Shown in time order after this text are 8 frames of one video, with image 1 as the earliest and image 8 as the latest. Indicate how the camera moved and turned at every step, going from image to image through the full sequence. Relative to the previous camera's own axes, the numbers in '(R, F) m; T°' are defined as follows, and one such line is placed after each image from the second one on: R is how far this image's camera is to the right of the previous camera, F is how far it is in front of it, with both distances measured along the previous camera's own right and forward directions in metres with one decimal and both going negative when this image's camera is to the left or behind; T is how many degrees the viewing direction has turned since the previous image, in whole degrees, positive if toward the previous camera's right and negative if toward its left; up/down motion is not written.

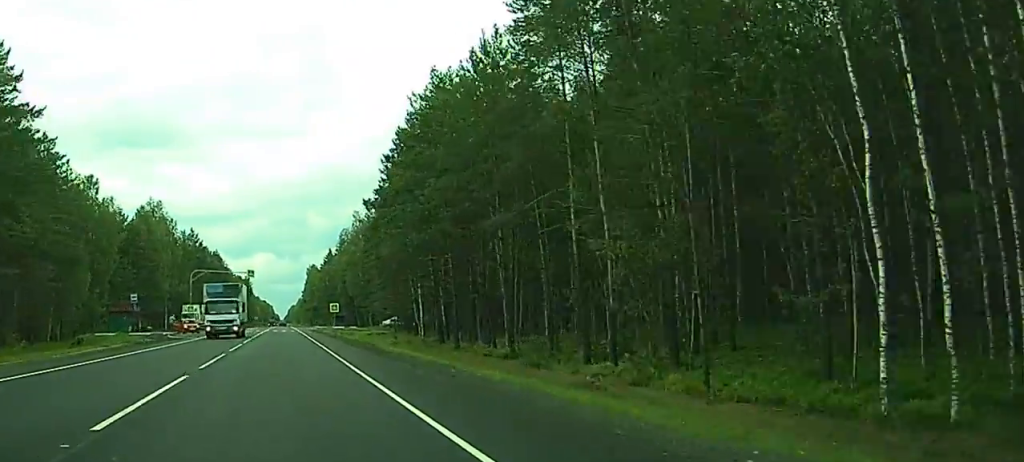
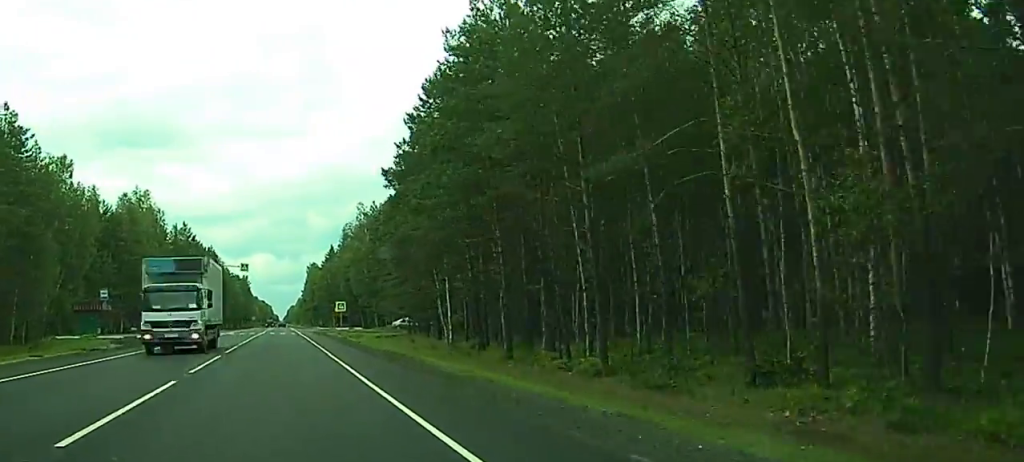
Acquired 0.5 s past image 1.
(+0.9, +13.1) m; -1°
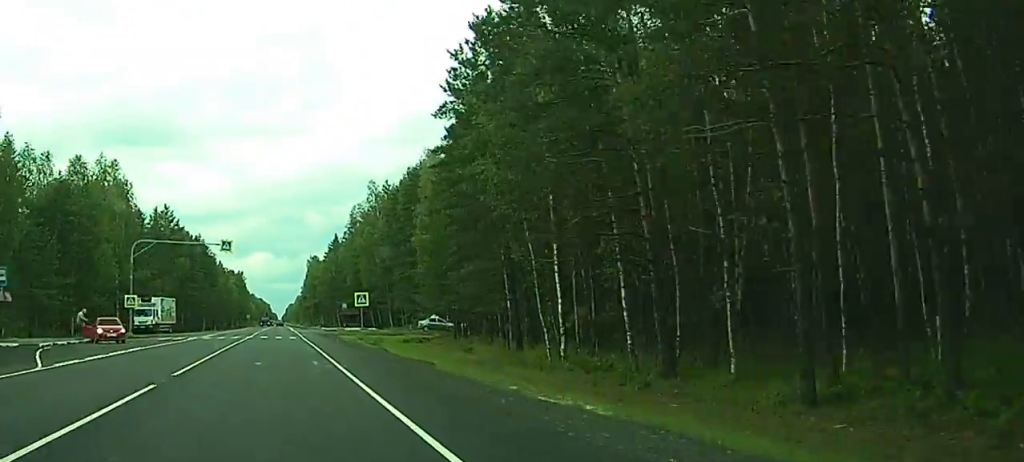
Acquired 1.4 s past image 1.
(-2.2, +25.5) m; -2°
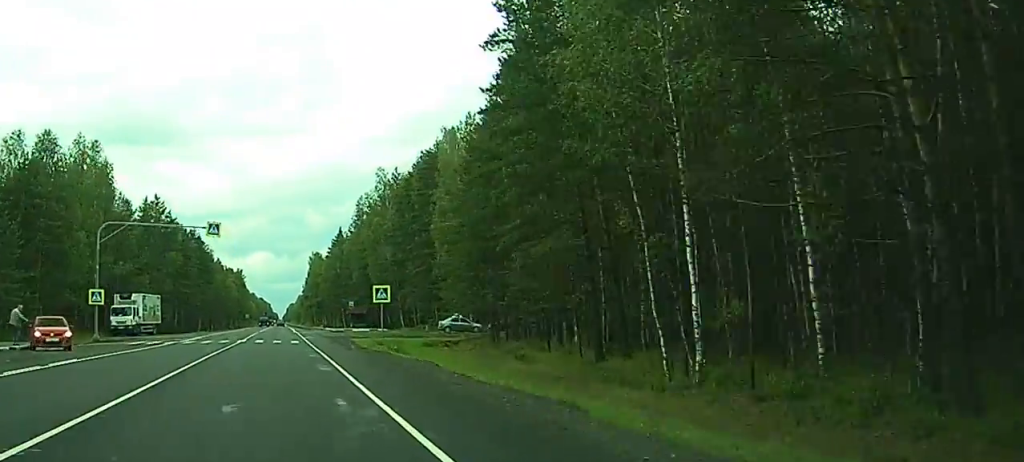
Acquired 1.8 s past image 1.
(+0.1, +12.3) m; 0°
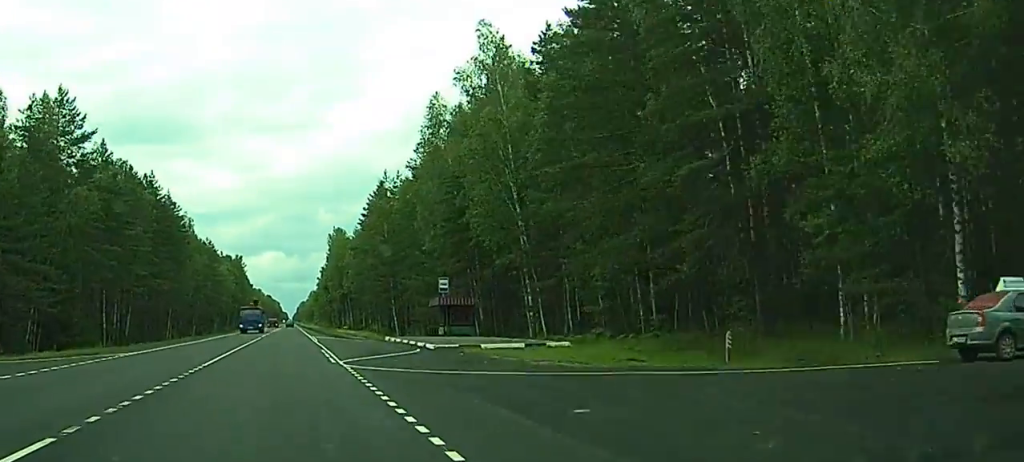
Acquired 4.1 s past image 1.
(+2.1, +66.5) m; +1°
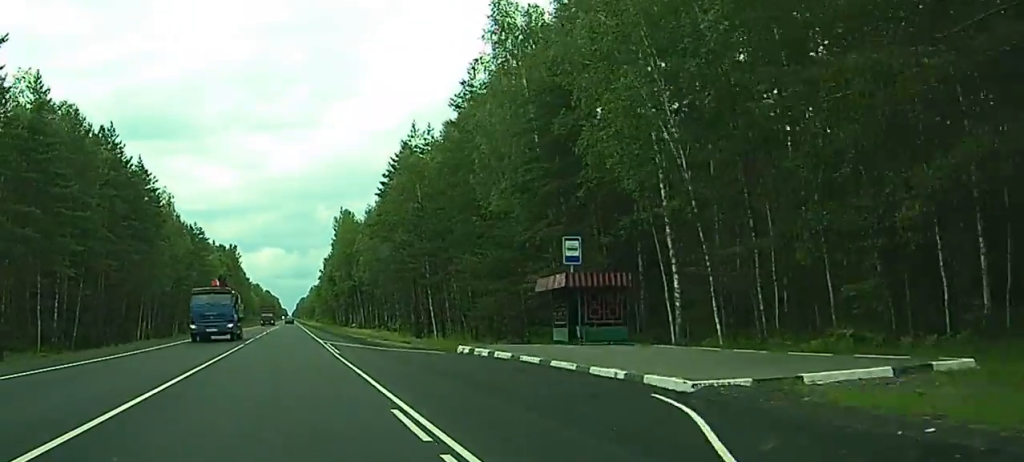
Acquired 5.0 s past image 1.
(-0.1, +25.6) m; 0°
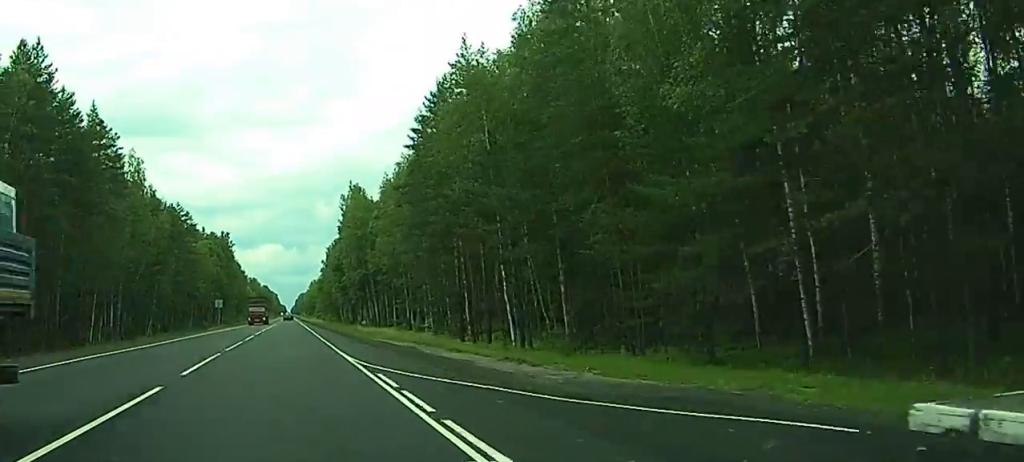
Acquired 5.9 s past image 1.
(0.0, +25.5) m; 0°
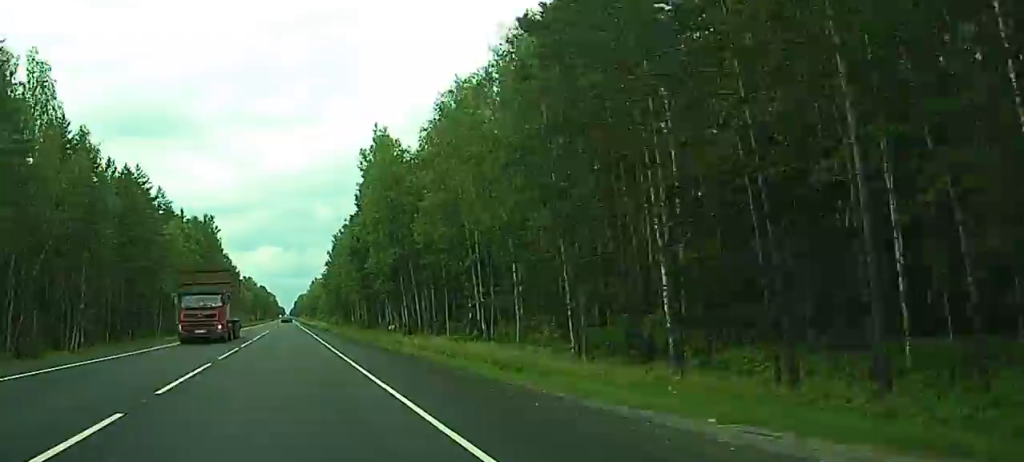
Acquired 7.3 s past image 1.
(+0.1, +39.6) m; 0°
